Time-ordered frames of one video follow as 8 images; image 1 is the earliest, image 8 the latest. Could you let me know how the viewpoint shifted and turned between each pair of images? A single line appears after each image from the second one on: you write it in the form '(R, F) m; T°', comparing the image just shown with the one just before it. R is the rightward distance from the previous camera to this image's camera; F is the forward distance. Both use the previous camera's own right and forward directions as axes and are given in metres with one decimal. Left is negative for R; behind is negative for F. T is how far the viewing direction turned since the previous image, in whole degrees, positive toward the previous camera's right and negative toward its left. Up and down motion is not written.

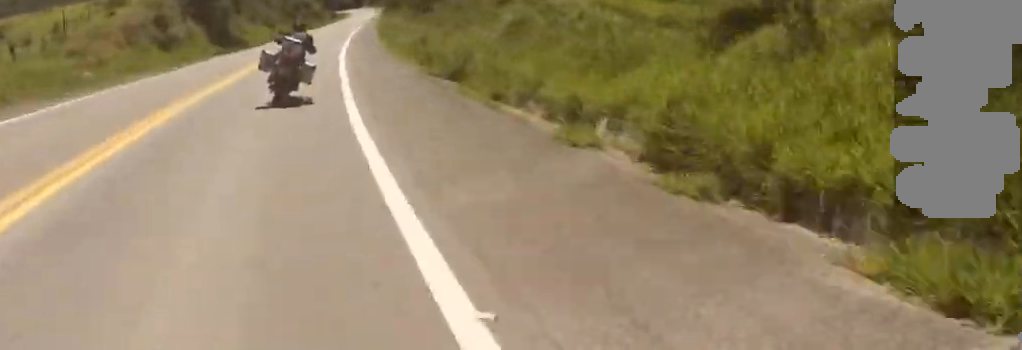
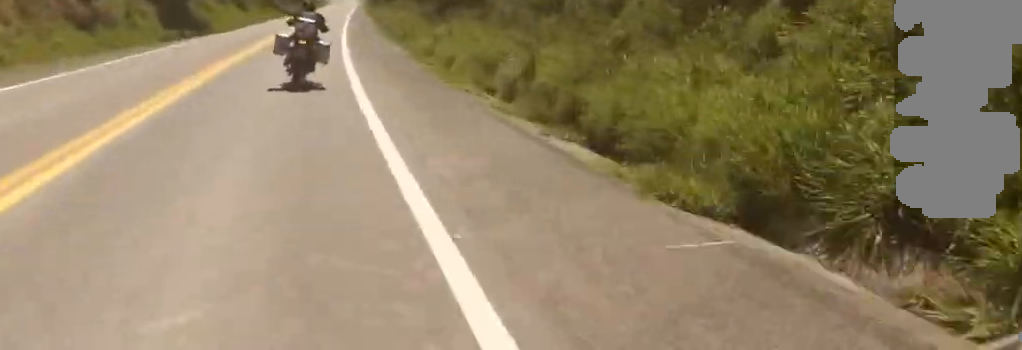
(+1.1, +13.1) m; +4°
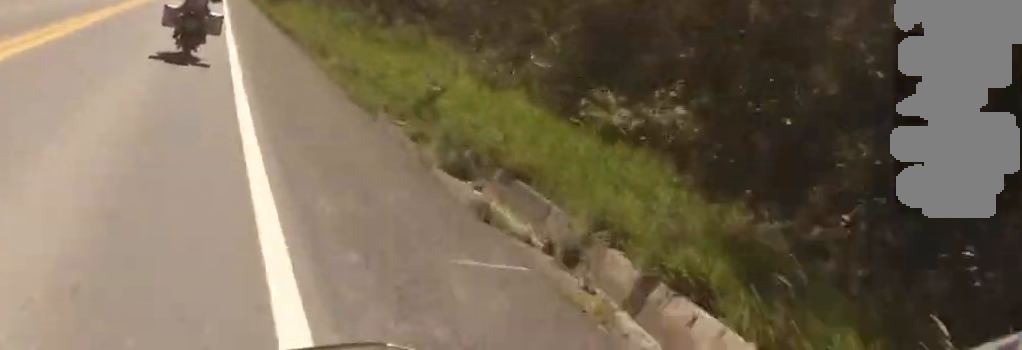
(+3.4, +39.7) m; +8°
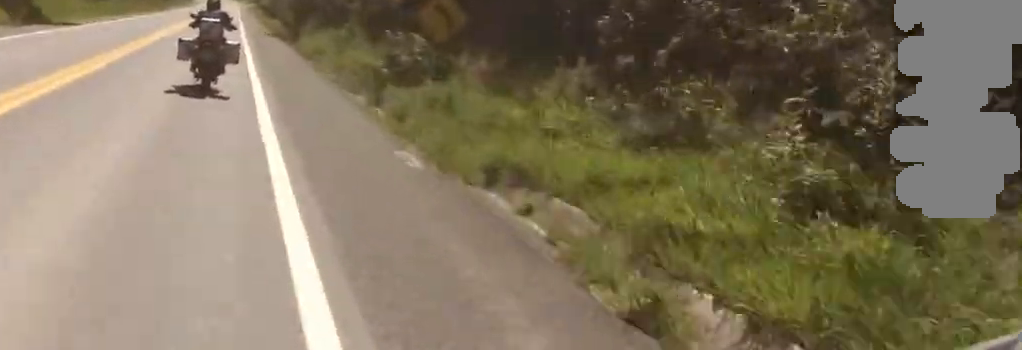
(+1.5, +32.9) m; +3°
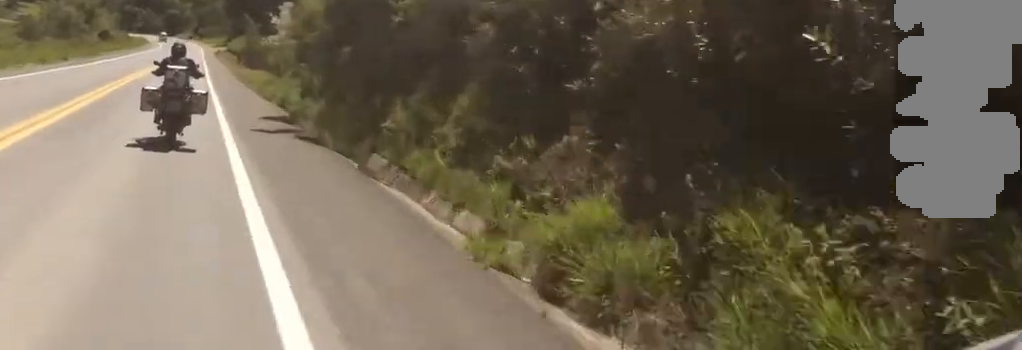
(+0.4, +27.5) m; -1°
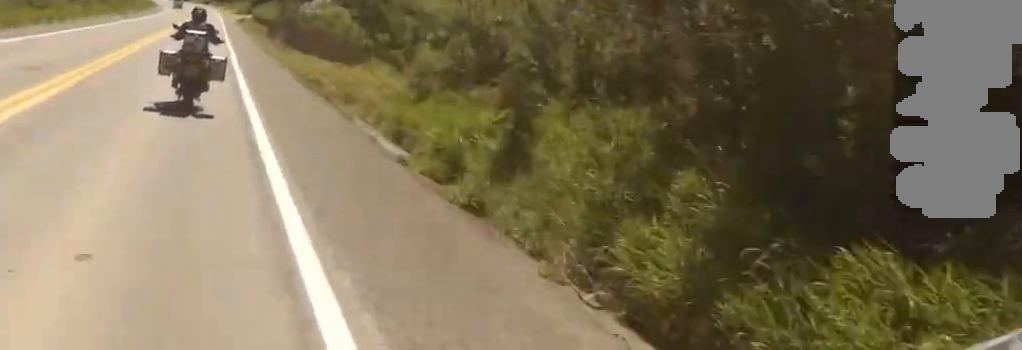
(-0.4, +28.7) m; -1°
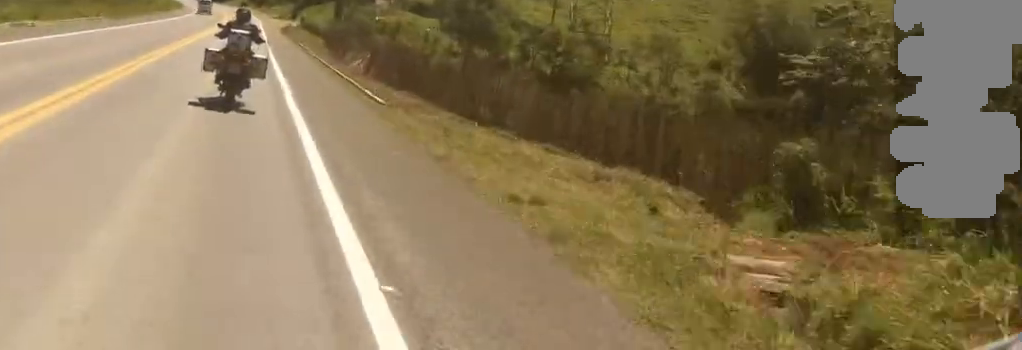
(-1.0, +23.9) m; 0°
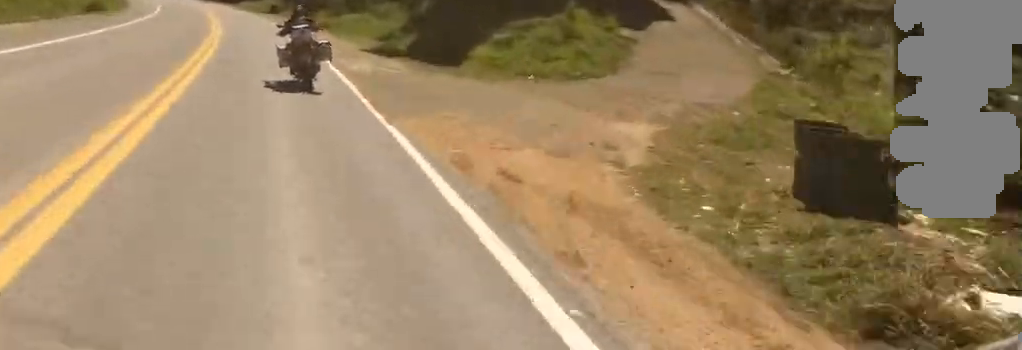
(-0.3, +69.3) m; -3°
